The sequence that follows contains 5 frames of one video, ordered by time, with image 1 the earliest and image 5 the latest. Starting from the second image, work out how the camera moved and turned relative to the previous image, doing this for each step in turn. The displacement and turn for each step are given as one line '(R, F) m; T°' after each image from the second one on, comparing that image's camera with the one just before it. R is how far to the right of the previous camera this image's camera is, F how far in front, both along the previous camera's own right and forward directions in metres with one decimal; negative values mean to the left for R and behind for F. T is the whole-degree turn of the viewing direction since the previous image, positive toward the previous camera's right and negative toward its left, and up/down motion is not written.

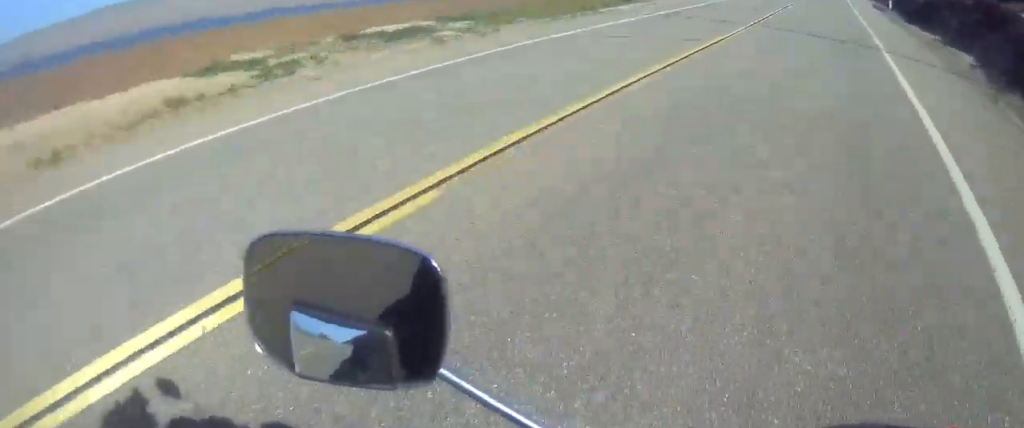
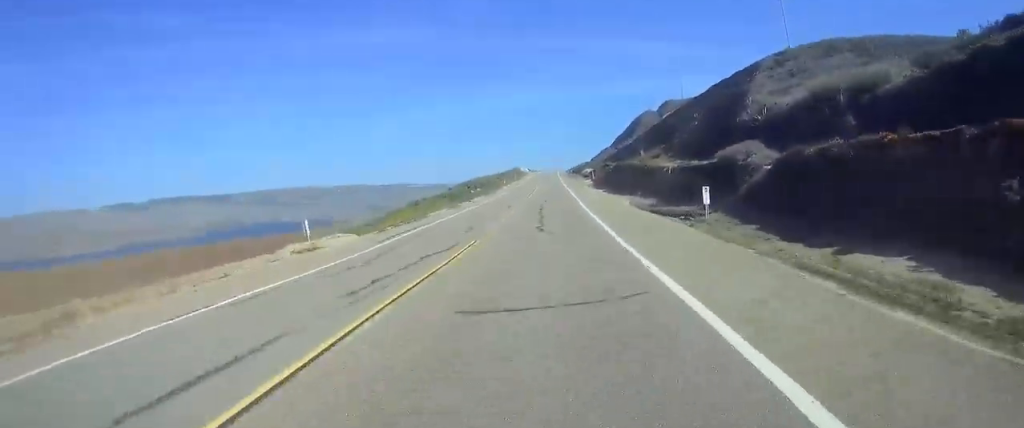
(+0.2, +29.2) m; +1°
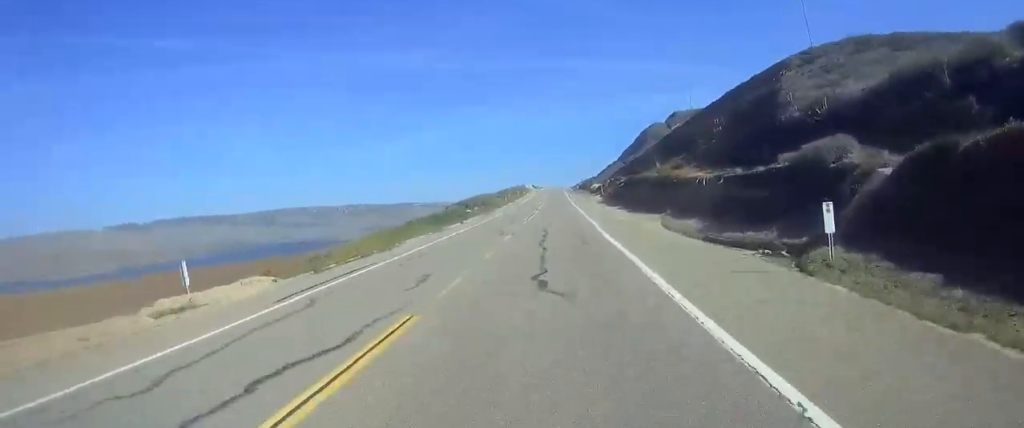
(+0.1, +9.8) m; 0°
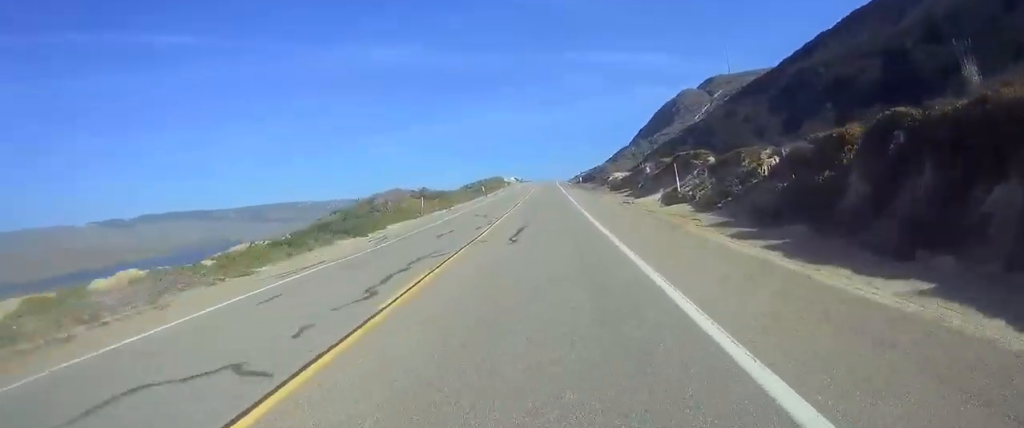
(+0.2, +67.6) m; 0°
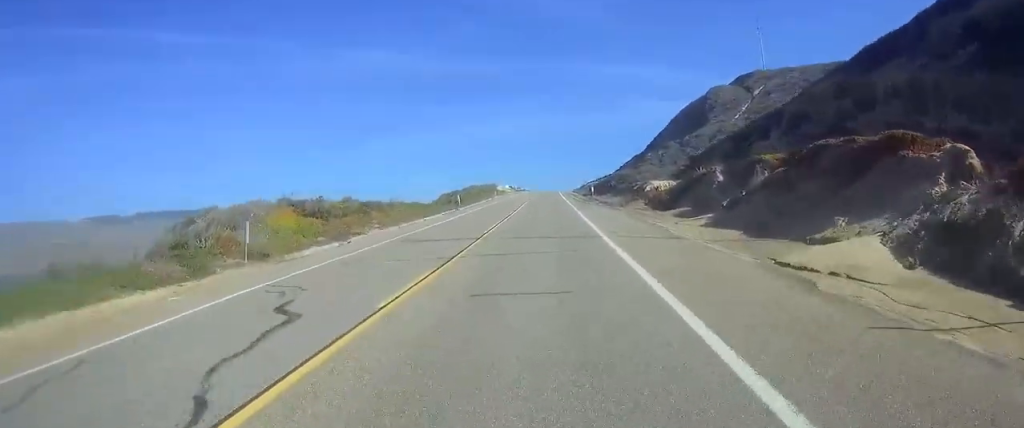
(0.0, +27.8) m; 0°
